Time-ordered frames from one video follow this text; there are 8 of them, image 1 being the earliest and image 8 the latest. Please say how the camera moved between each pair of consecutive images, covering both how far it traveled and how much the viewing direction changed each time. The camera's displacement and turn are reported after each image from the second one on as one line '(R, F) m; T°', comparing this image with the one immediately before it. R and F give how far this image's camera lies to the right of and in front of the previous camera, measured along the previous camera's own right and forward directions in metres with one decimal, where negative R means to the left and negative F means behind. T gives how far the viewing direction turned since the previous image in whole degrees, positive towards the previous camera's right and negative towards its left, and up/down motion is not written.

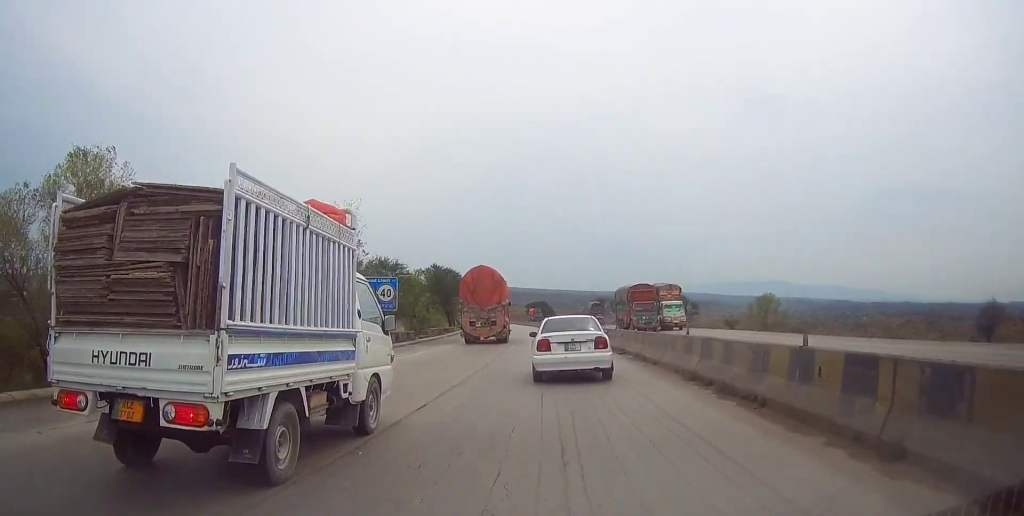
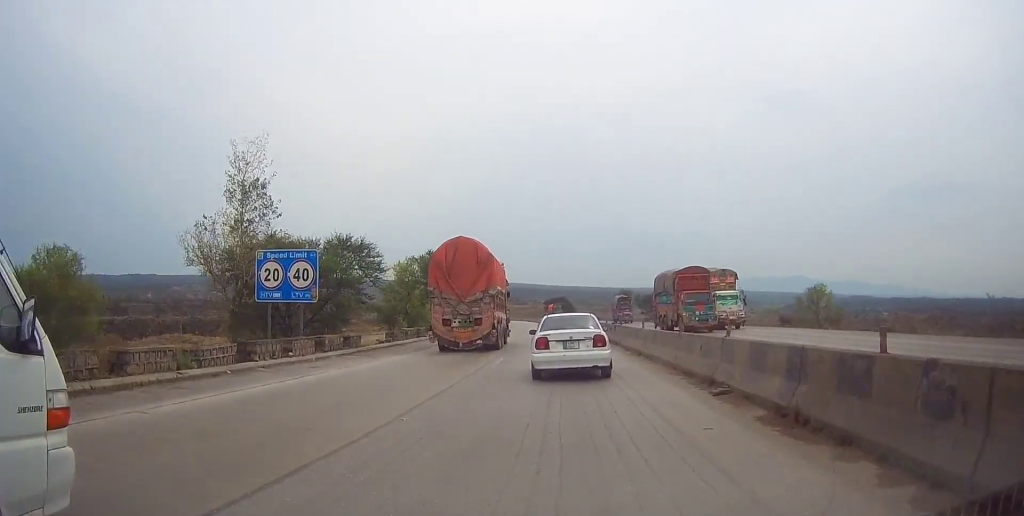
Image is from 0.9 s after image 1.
(-0.3, +14.1) m; -2°
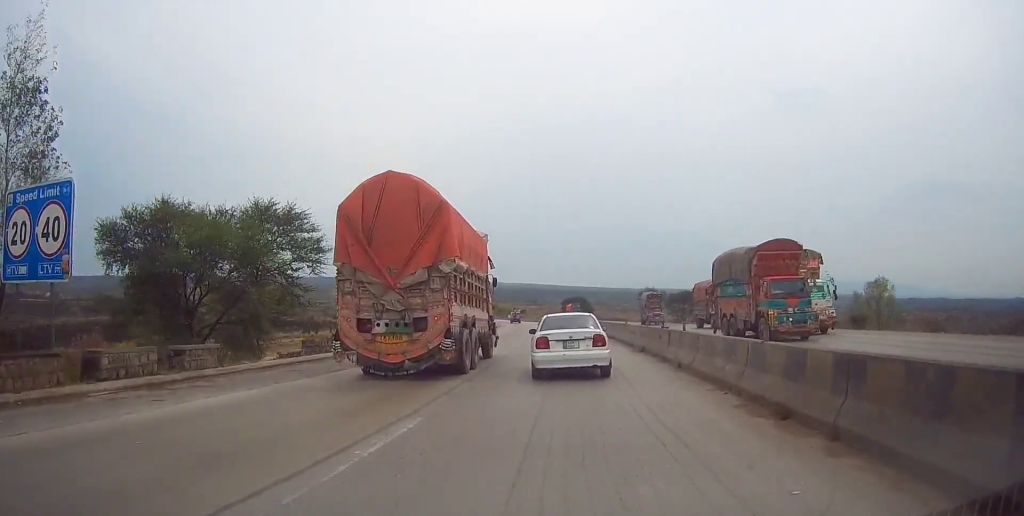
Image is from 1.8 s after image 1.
(-0.1, +13.5) m; -1°
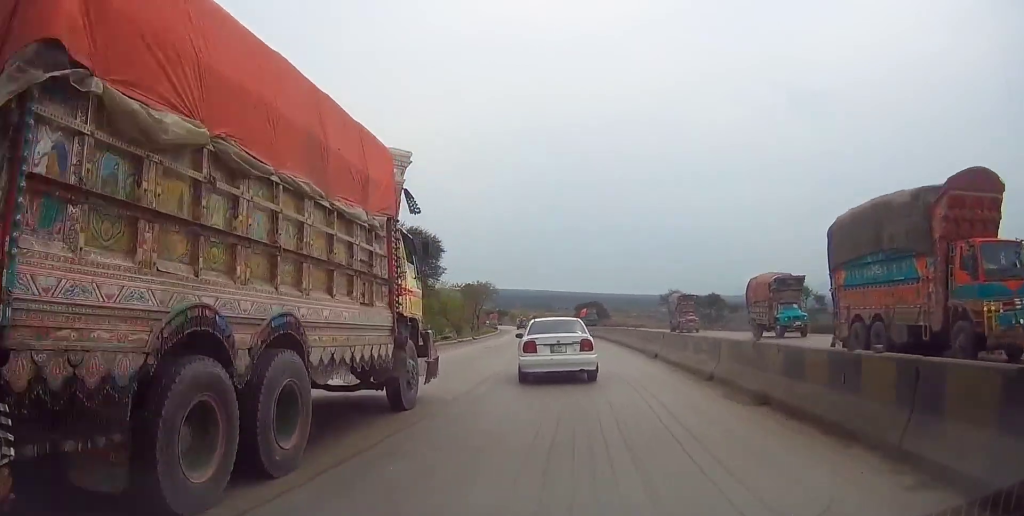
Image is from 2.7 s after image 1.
(0.0, +13.6) m; -1°
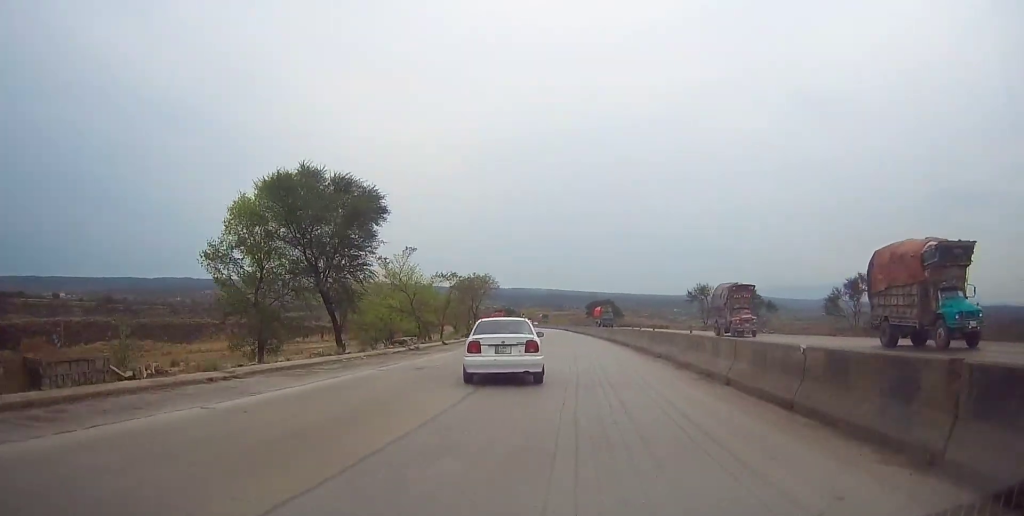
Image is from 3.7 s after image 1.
(-0.3, +16.8) m; -2°
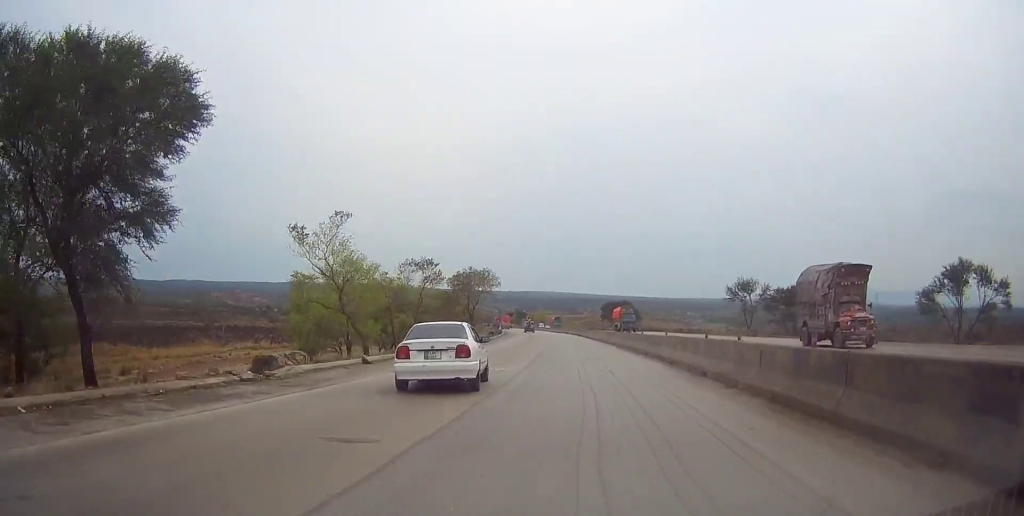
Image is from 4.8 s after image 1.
(-0.3, +17.8) m; -1°
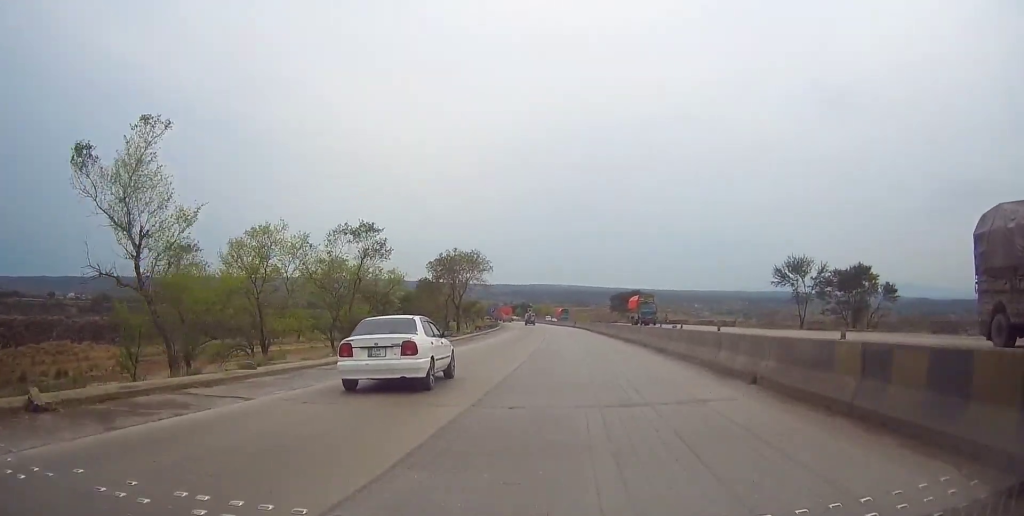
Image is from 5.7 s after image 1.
(0.0, +16.8) m; 0°
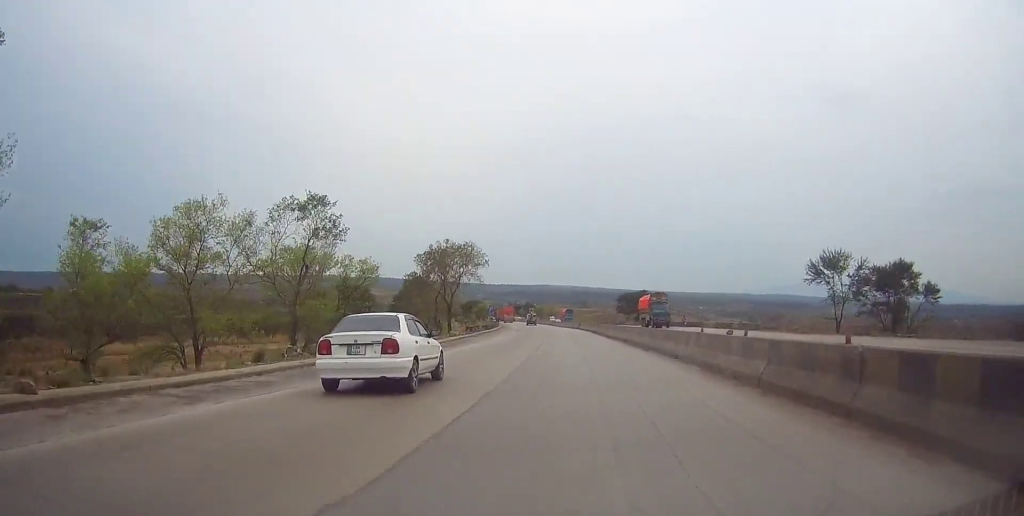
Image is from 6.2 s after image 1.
(+0.1, +7.7) m; 0°
